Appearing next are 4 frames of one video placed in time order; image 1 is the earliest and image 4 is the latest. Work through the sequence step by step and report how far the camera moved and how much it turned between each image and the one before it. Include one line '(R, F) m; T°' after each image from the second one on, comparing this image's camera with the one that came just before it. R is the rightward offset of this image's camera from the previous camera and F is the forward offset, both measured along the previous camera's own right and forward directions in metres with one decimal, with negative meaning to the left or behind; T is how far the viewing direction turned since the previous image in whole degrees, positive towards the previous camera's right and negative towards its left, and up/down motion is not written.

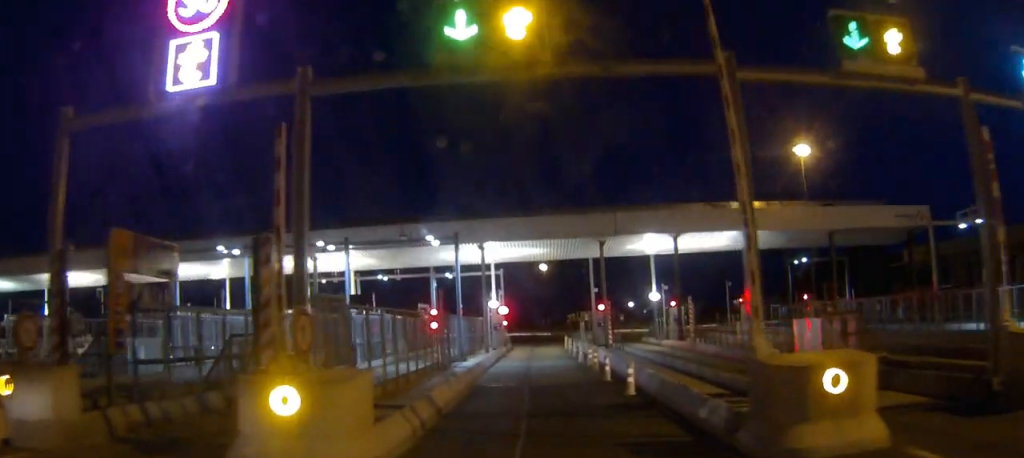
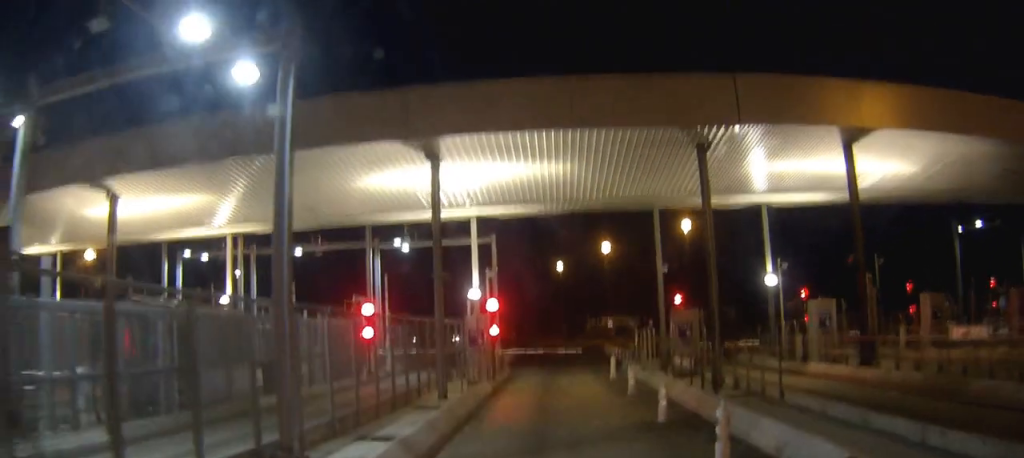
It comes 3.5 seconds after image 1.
(-0.8, +22.0) m; -2°
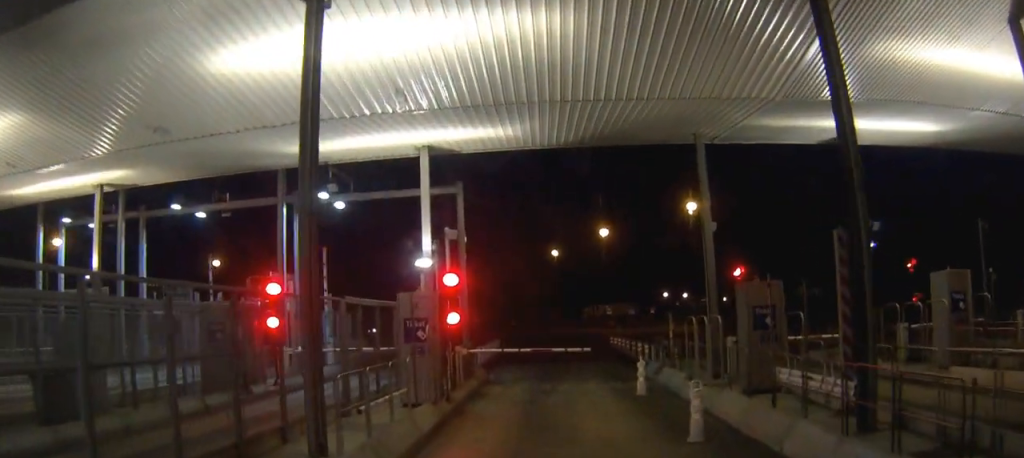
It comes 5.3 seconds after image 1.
(-0.1, +8.4) m; -2°
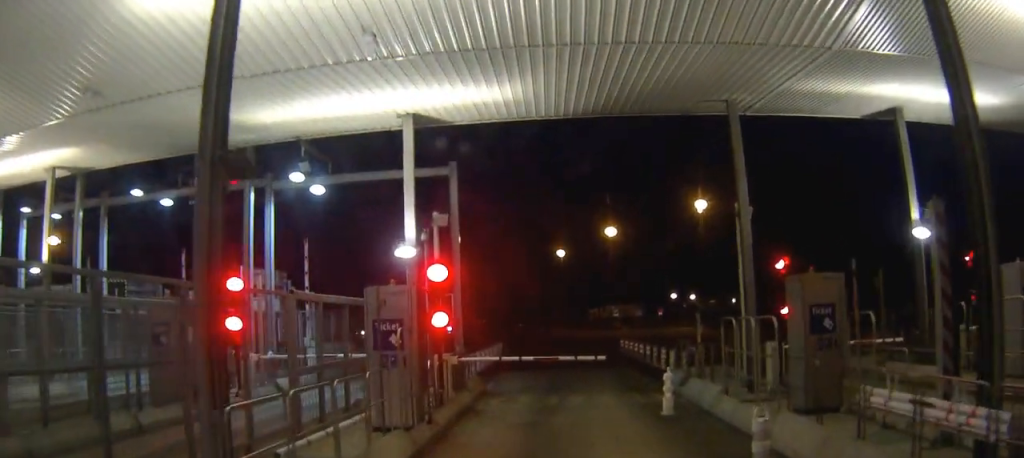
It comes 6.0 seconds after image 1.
(-0.1, +2.8) m; +1°
